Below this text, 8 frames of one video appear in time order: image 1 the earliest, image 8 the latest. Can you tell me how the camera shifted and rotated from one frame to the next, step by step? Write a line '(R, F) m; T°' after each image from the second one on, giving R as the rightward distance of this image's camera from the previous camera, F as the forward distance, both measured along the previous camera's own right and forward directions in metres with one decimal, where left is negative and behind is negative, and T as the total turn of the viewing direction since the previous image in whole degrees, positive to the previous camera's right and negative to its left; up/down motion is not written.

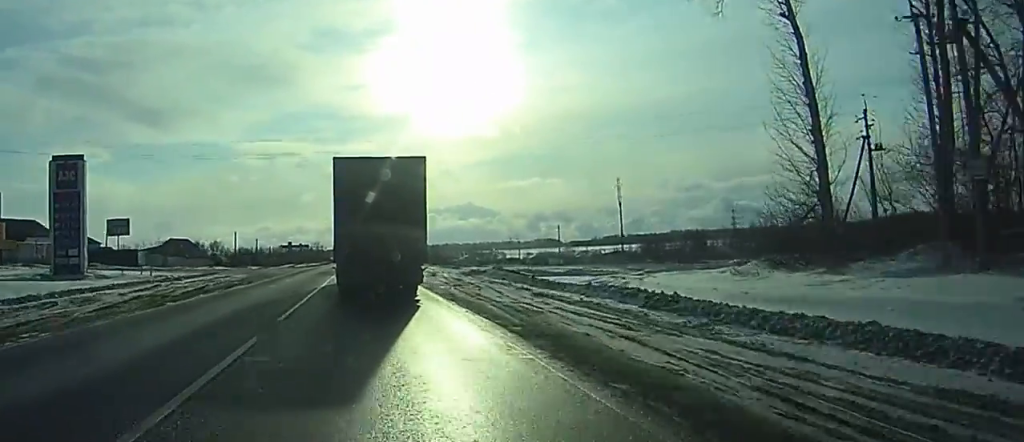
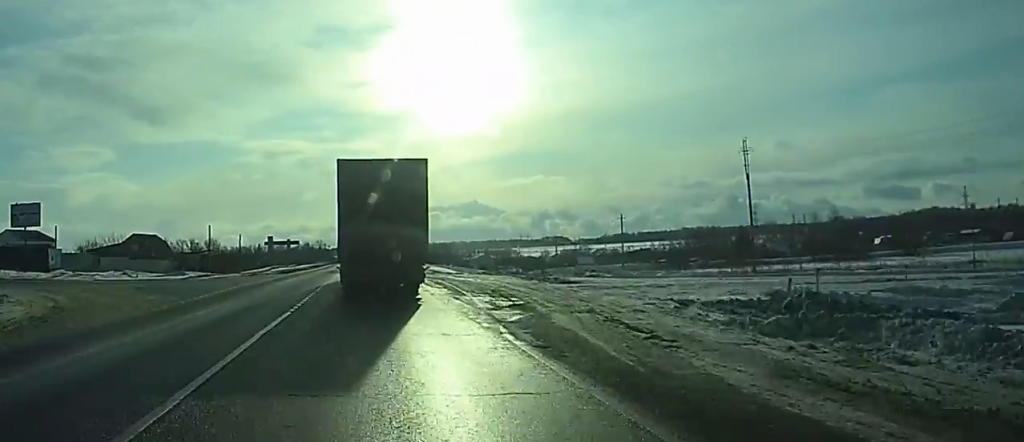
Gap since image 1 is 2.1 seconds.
(0.0, +39.0) m; +1°
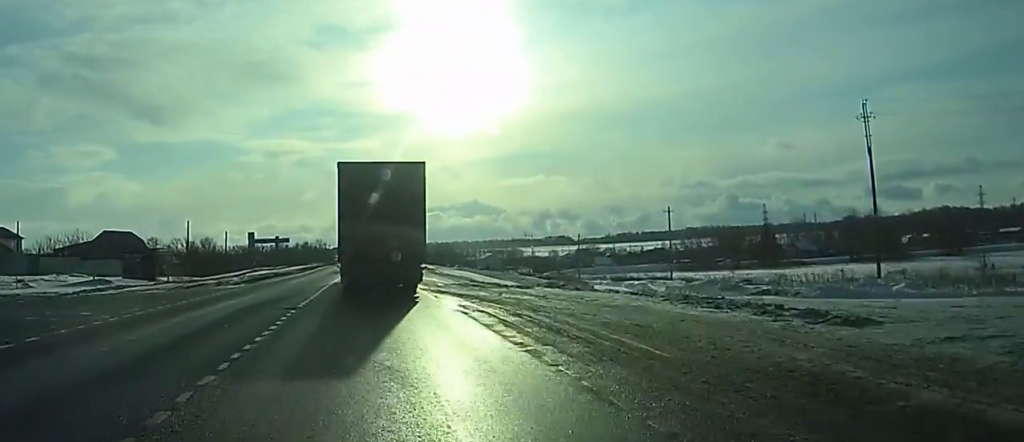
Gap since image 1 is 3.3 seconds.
(+0.1, +20.4) m; 0°
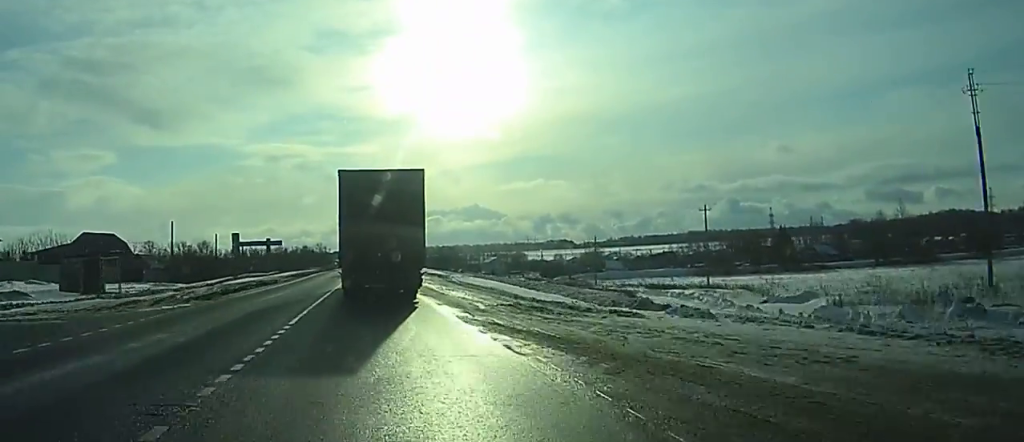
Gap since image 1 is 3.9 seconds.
(0.0, +11.9) m; 0°
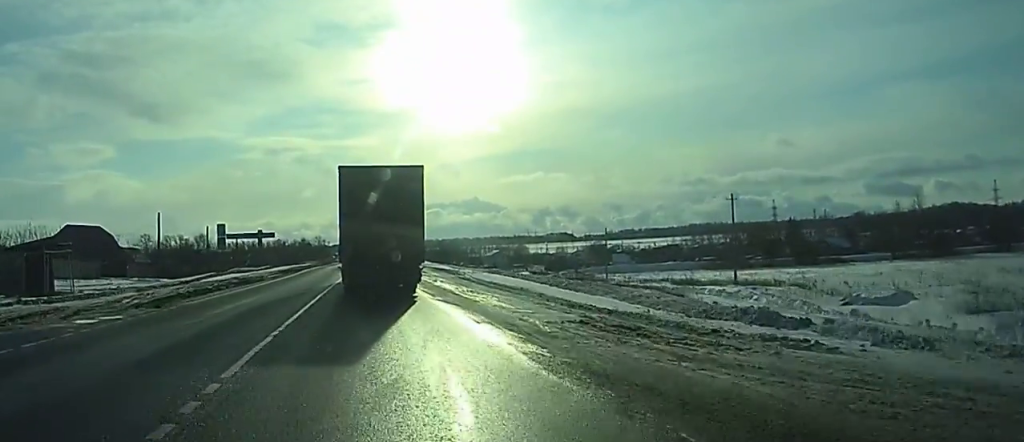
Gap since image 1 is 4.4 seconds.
(0.0, +7.7) m; 0°
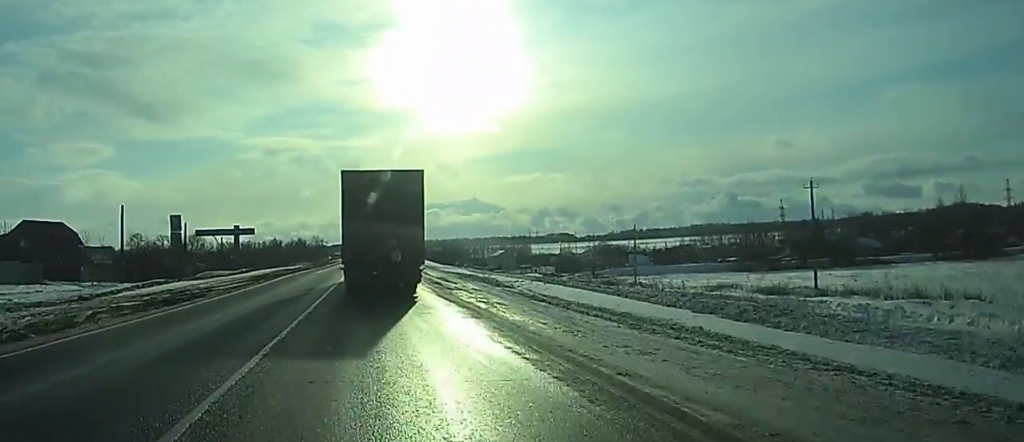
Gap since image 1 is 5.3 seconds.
(0.0, +17.2) m; 0°
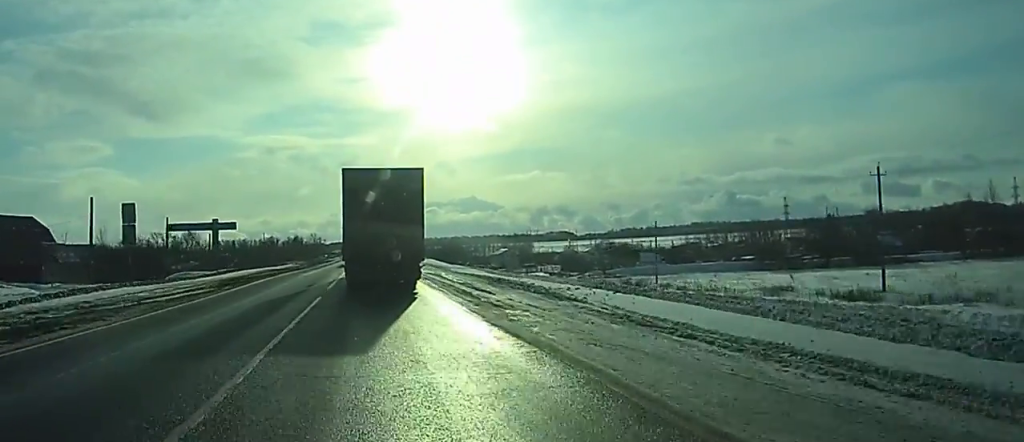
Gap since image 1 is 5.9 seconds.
(0.0, +10.7) m; 0°
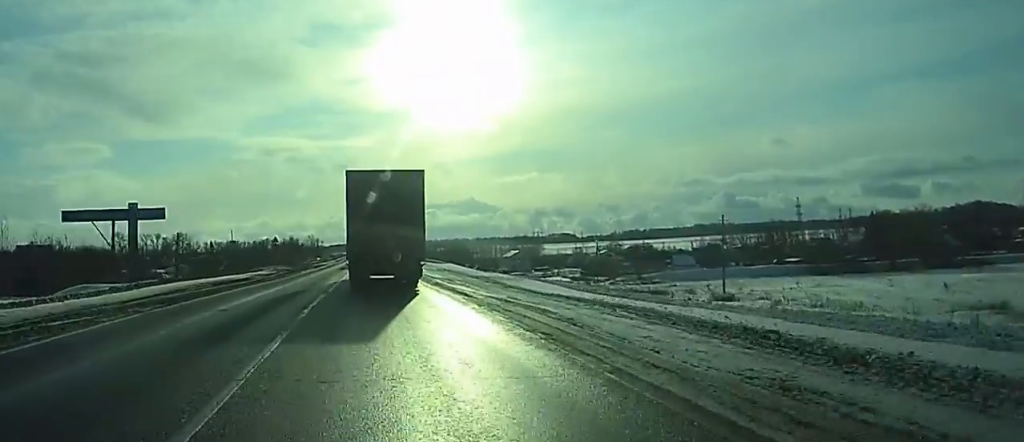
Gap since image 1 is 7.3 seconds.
(0.0, +24.3) m; 0°
